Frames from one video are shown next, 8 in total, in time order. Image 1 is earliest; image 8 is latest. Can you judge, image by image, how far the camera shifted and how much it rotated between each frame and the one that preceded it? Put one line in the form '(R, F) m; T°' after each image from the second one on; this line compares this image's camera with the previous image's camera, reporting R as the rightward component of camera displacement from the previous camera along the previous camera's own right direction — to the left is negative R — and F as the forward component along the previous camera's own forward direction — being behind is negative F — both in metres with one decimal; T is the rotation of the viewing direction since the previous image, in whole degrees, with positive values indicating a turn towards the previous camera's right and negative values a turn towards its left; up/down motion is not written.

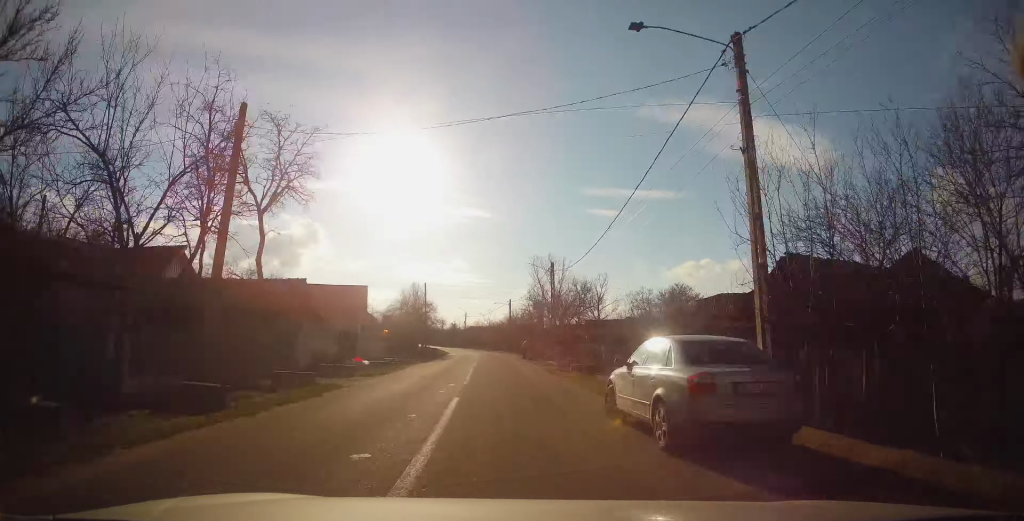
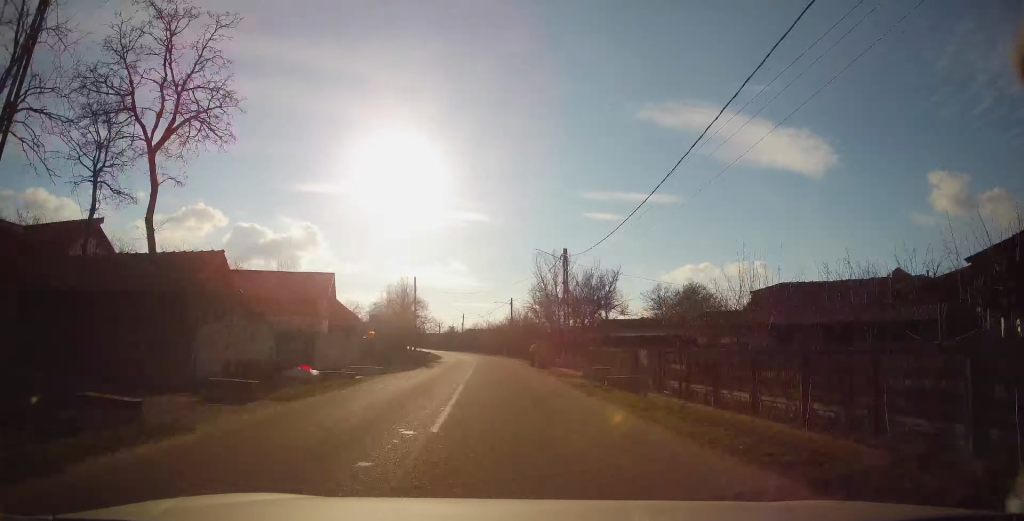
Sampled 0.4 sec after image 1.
(+0.3, +8.4) m; 0°
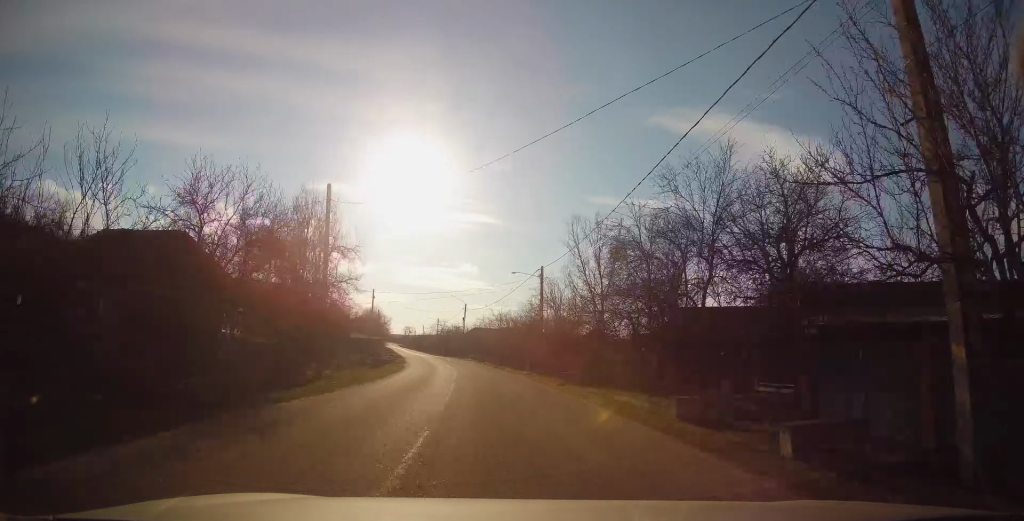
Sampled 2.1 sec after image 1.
(-0.3, +32.6) m; -1°
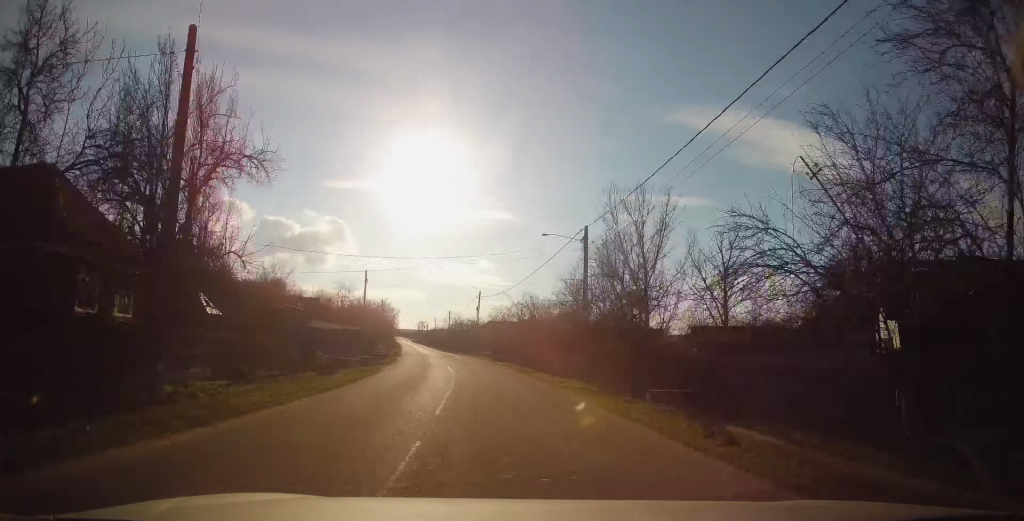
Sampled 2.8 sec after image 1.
(+0.3, +13.0) m; -1°
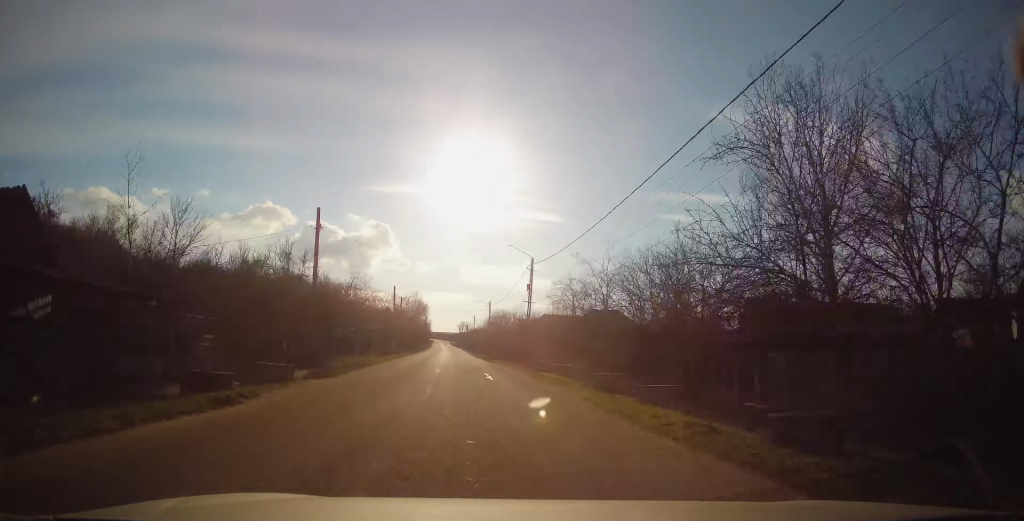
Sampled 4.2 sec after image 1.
(-1.2, +26.5) m; -5°
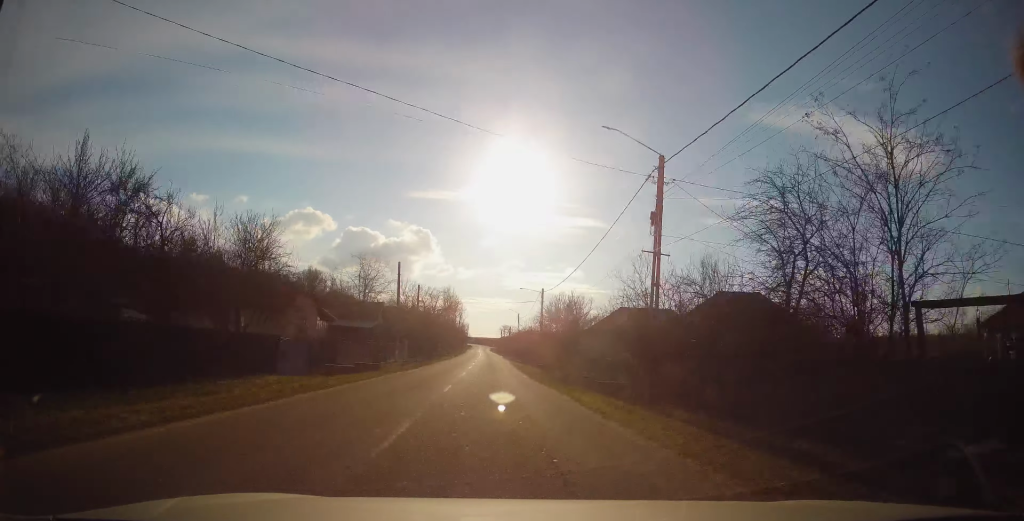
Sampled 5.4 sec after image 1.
(-0.9, +23.5) m; -4°
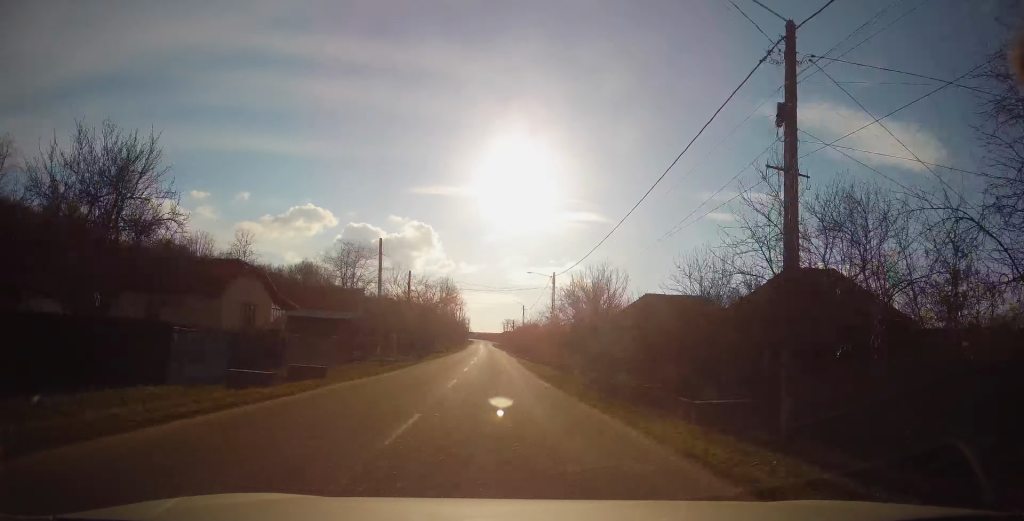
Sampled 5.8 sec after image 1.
(-0.3, +8.3) m; -1°
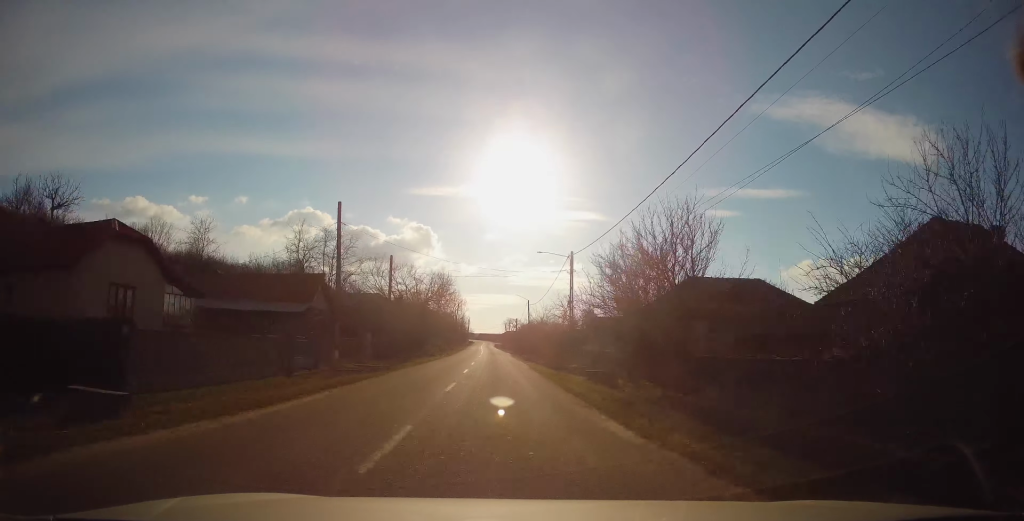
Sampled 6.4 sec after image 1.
(0.0, +10.5) m; 0°
